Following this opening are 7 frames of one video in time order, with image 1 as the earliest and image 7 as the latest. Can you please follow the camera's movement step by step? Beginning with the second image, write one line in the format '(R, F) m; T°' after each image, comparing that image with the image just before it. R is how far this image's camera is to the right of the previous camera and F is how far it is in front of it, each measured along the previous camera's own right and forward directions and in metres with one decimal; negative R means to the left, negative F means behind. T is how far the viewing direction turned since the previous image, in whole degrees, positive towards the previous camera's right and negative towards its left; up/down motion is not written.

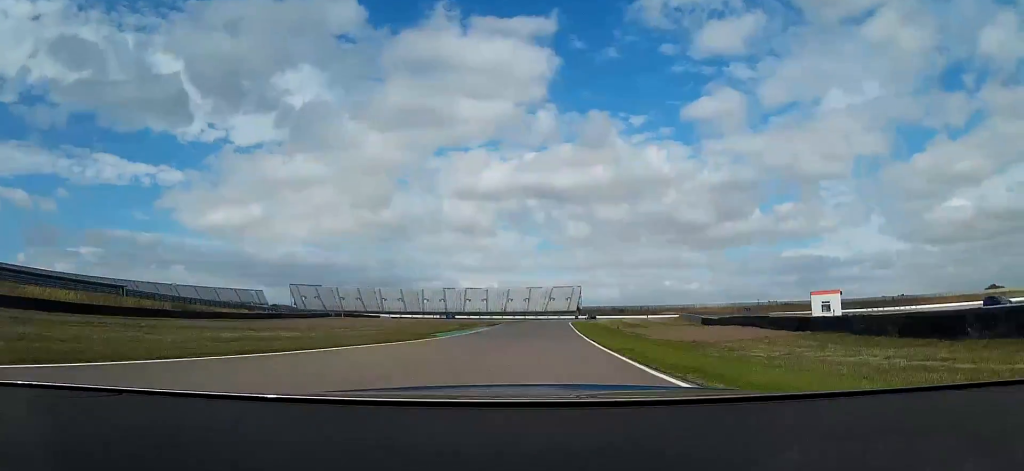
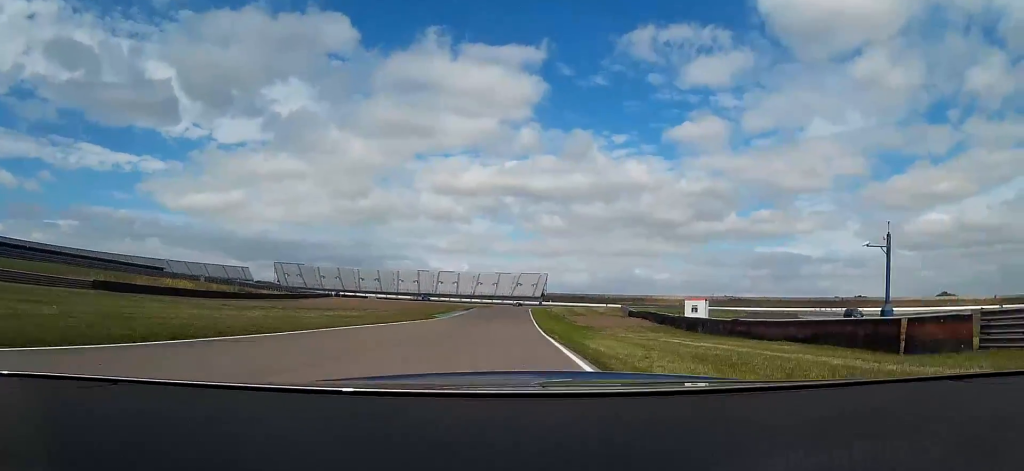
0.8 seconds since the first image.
(+0.3, +28.9) m; +1°
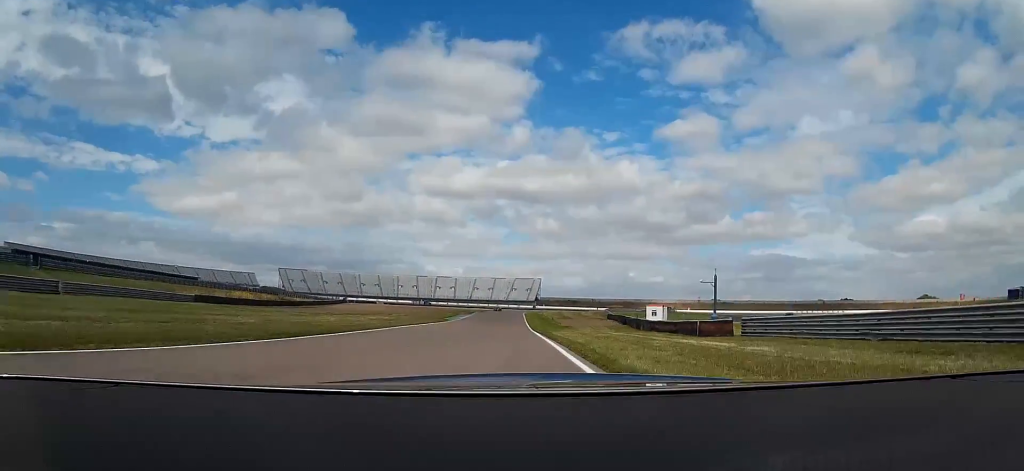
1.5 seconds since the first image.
(+0.1, +22.0) m; +2°
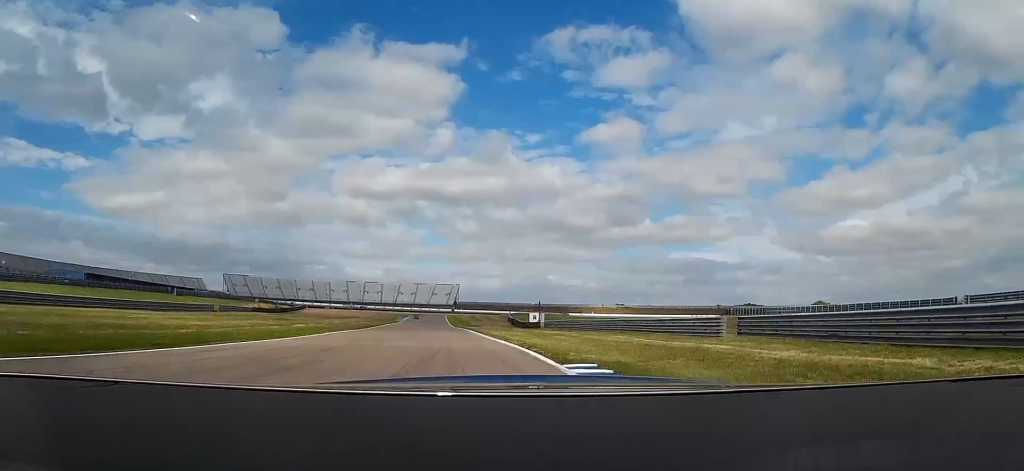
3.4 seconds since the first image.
(+3.4, +53.4) m; +10°
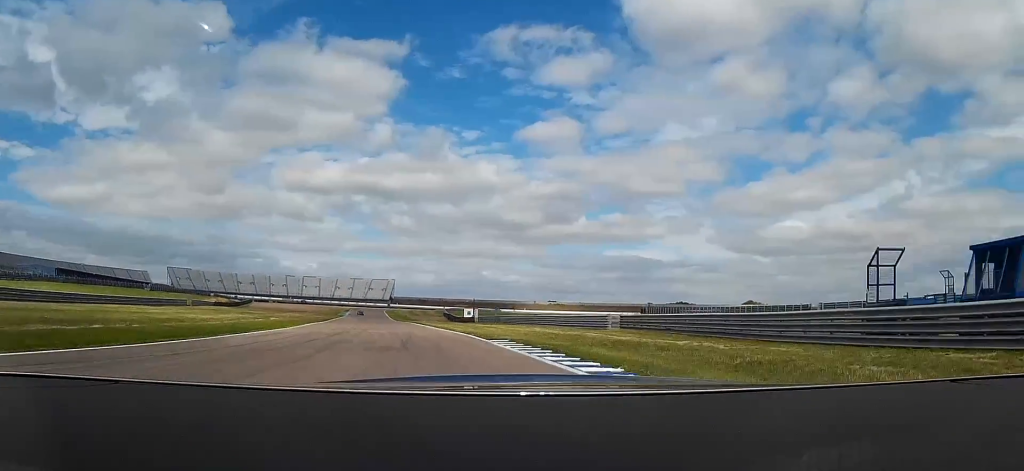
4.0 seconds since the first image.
(+0.1, +11.9) m; +6°
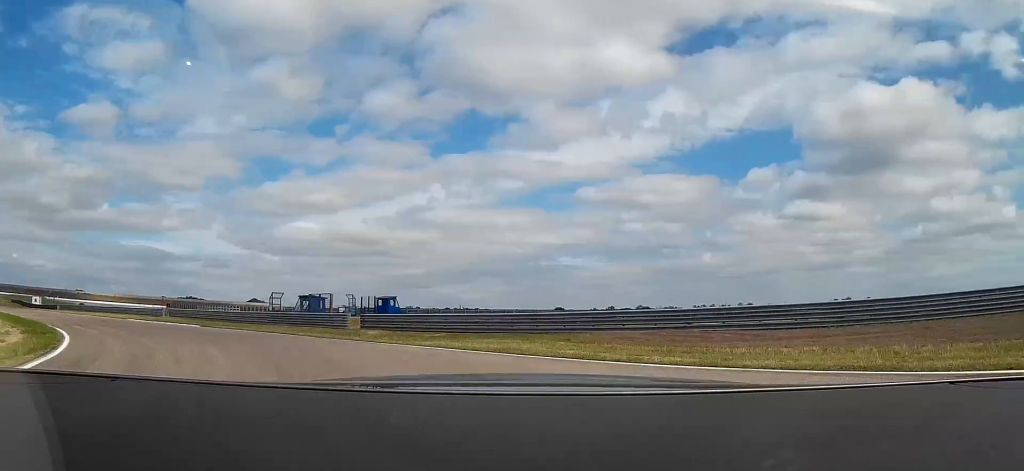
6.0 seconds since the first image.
(+12.0, +30.3) m; +55°
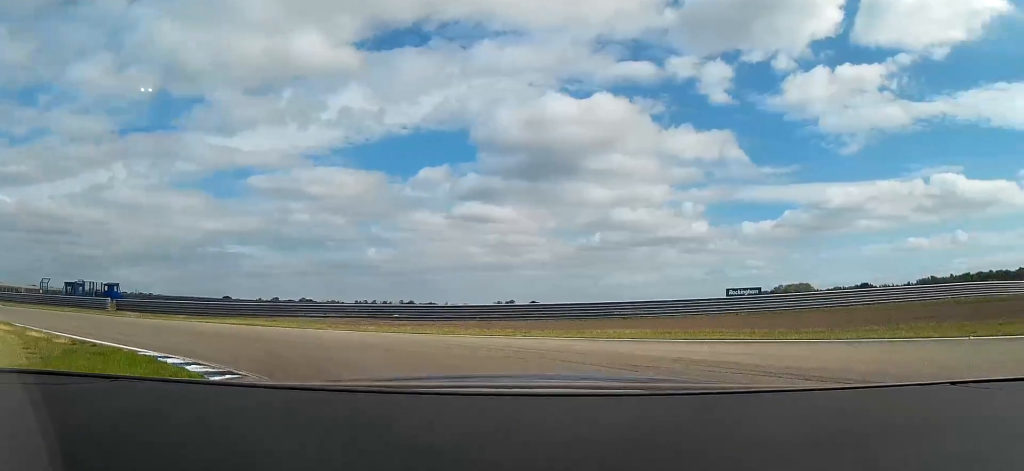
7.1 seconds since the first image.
(+4.4, +14.0) m; +33°
